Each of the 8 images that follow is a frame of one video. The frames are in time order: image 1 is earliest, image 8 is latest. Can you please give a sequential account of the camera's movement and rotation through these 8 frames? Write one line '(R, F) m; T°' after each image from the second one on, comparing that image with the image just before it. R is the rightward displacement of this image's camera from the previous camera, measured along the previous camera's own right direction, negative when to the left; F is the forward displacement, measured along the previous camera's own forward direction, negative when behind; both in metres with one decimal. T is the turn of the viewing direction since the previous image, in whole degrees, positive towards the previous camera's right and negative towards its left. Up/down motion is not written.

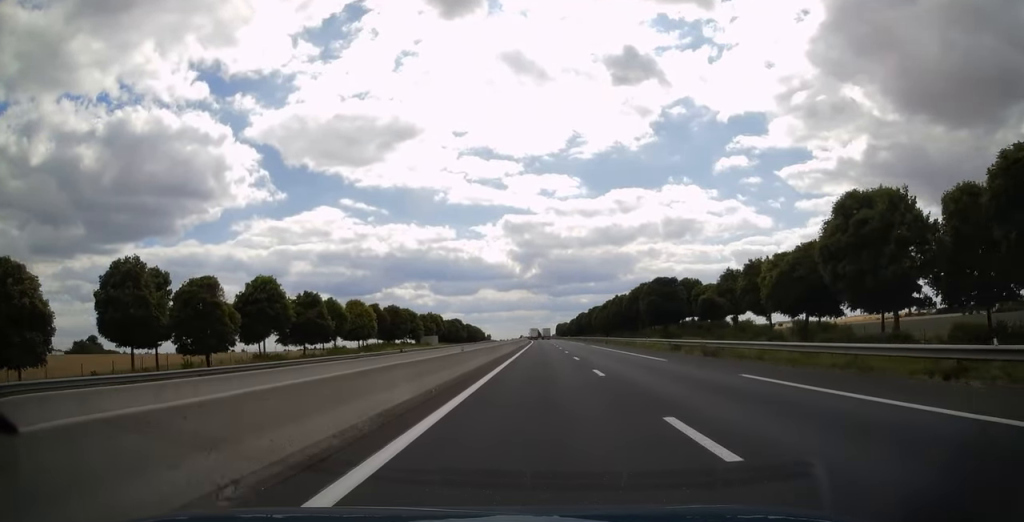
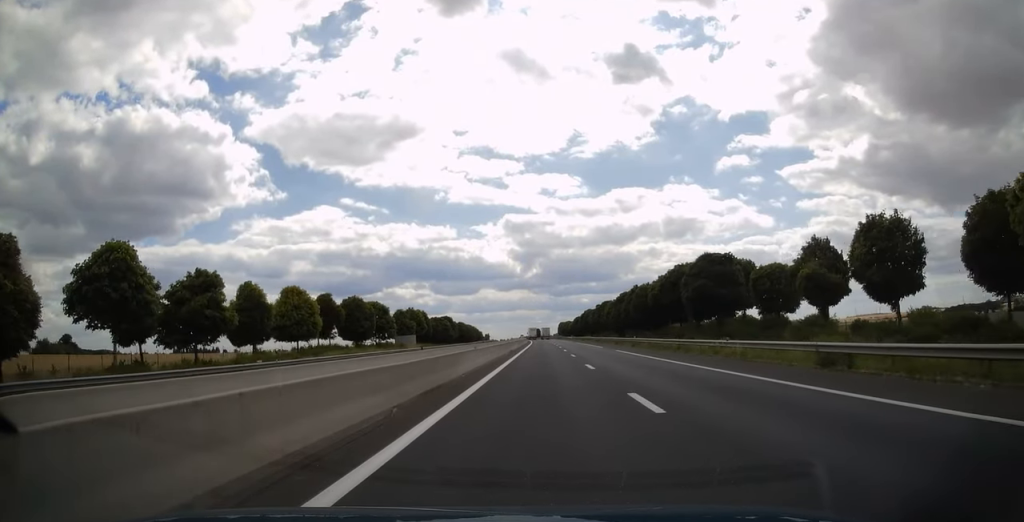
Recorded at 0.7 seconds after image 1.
(-0.1, +21.8) m; 0°
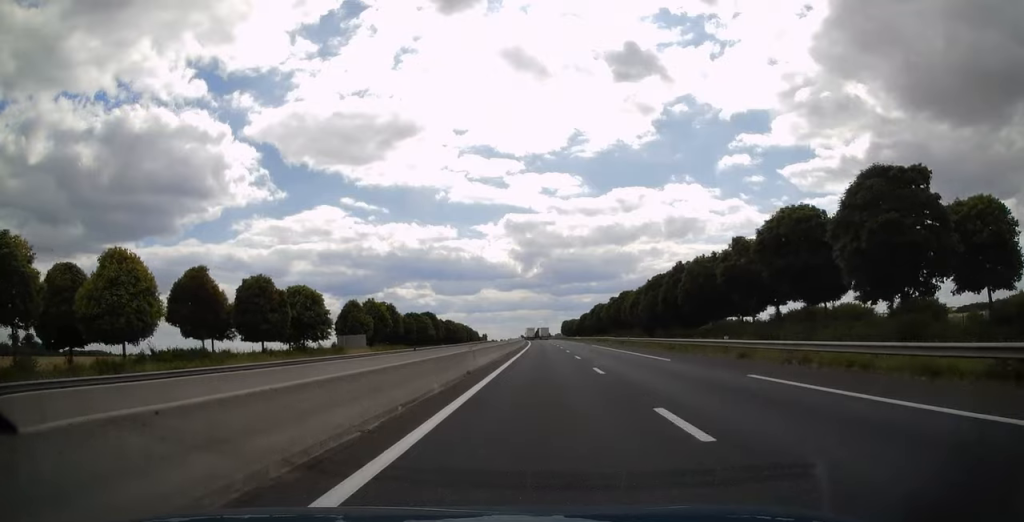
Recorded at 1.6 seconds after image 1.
(-0.1, +28.8) m; 0°
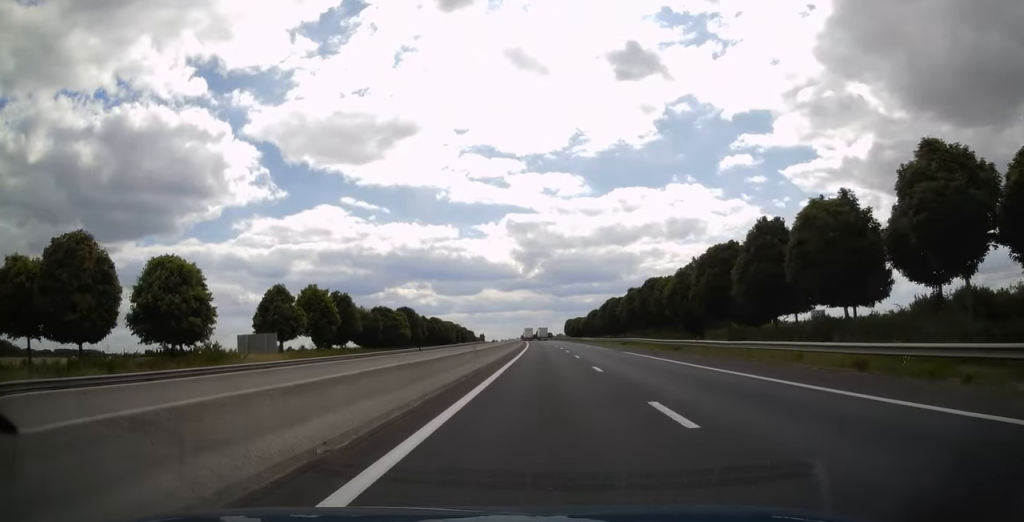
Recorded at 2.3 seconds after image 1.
(+0.3, +24.4) m; 0°
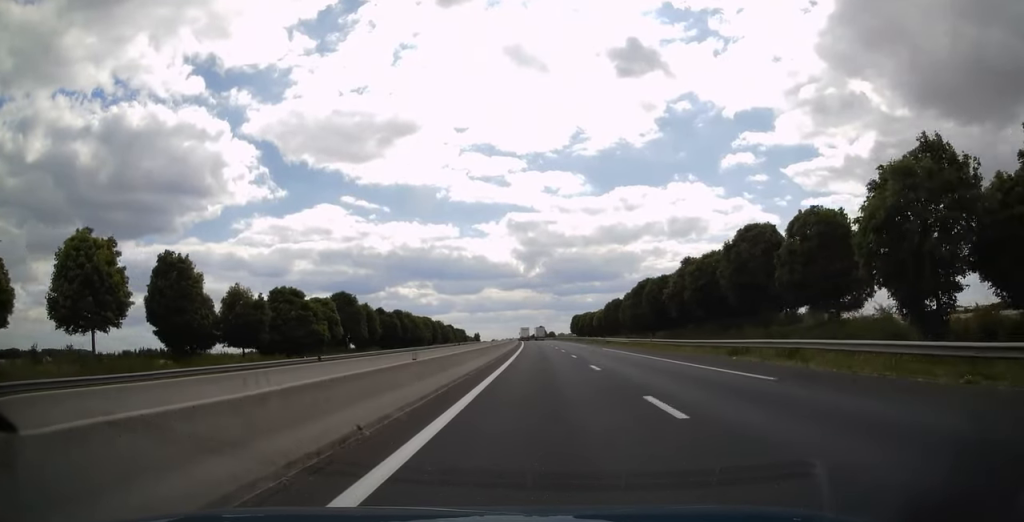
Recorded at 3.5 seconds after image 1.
(-0.4, +37.8) m; -1°
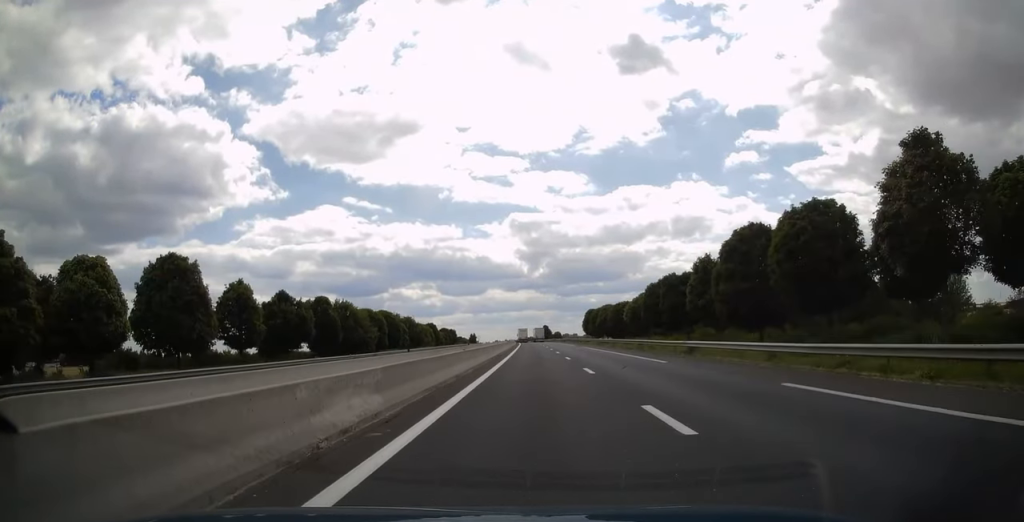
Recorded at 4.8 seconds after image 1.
(0.0, +39.9) m; 0°
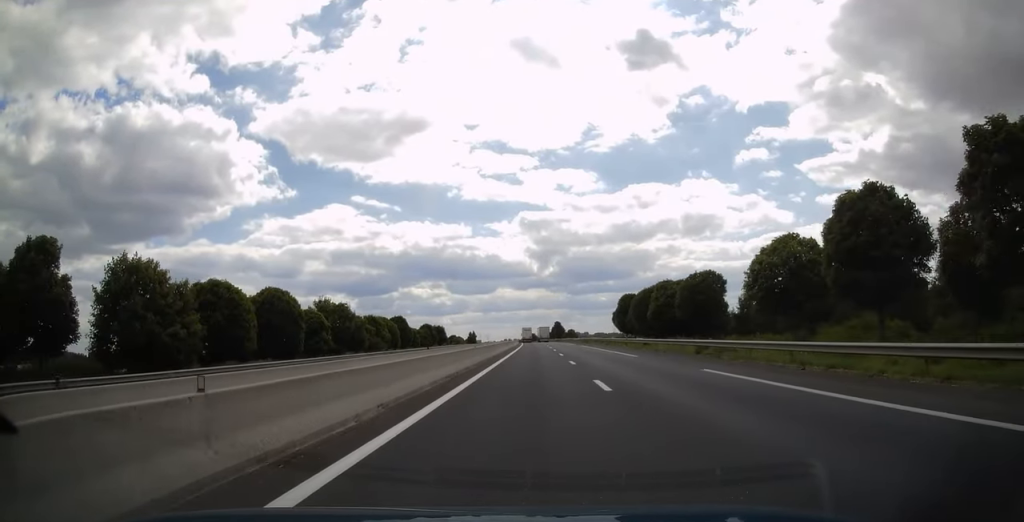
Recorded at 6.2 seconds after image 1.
(-0.5, +45.2) m; -1°
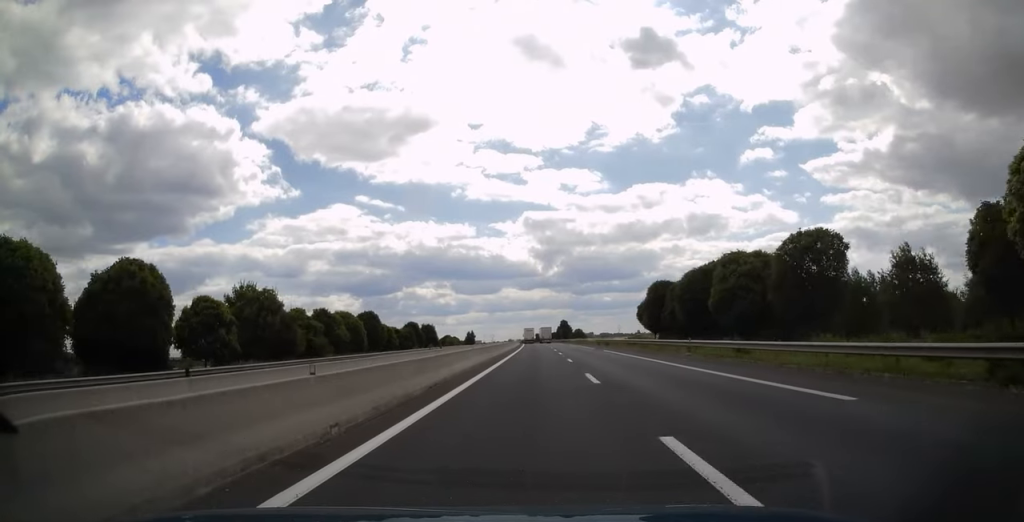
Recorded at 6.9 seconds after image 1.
(0.0, +22.4) m; 0°
